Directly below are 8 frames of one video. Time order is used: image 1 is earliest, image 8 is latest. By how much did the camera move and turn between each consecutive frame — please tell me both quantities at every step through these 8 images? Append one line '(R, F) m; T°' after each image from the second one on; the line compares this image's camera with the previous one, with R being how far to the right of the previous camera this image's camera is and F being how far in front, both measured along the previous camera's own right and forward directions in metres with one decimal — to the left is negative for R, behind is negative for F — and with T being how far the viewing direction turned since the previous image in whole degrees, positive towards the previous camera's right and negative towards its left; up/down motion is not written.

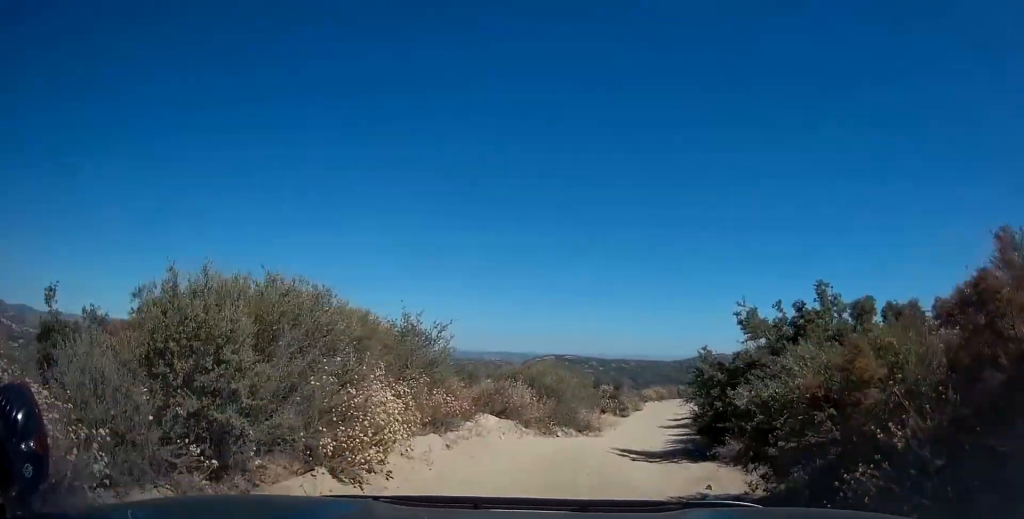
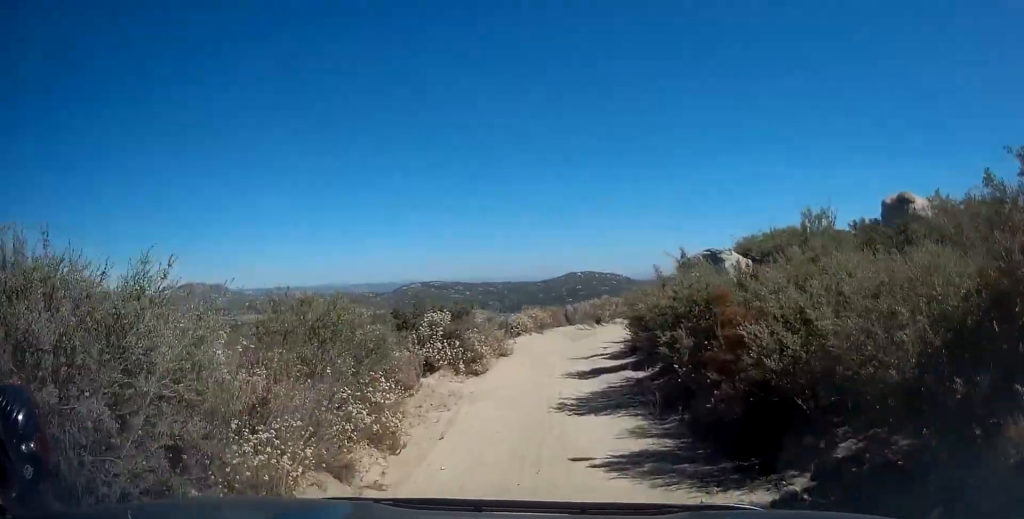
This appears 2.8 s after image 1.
(+1.5, +16.6) m; +10°
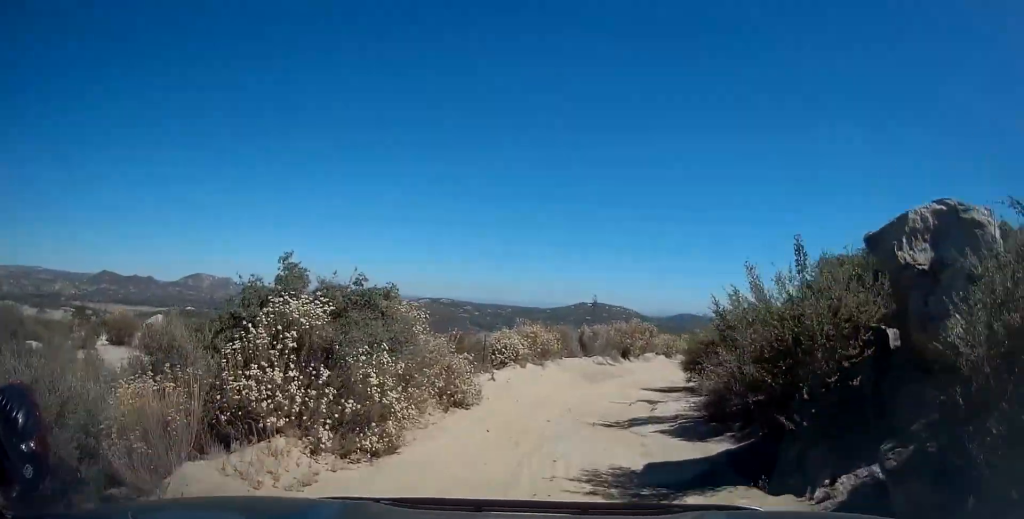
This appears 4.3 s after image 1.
(0.0, +9.3) m; +1°
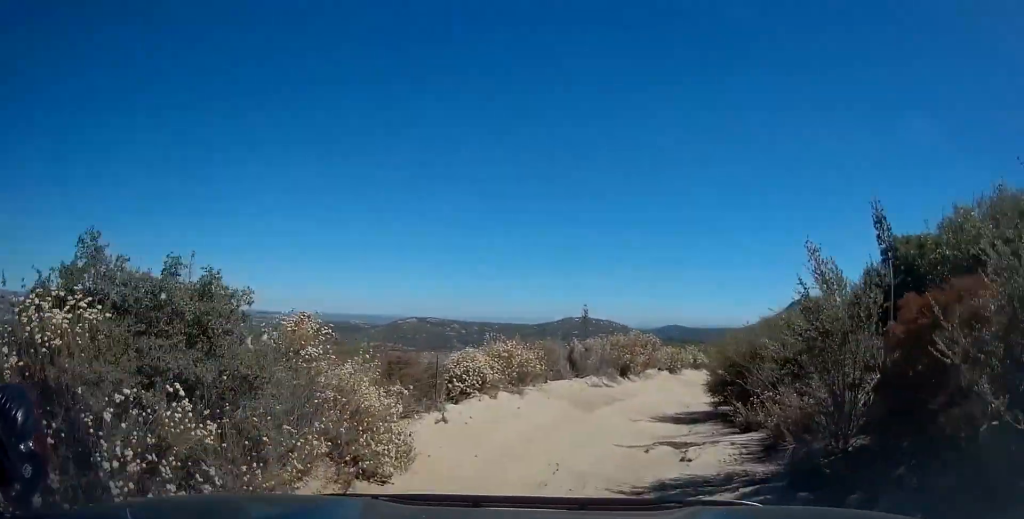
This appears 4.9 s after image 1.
(0.0, +3.8) m; +4°
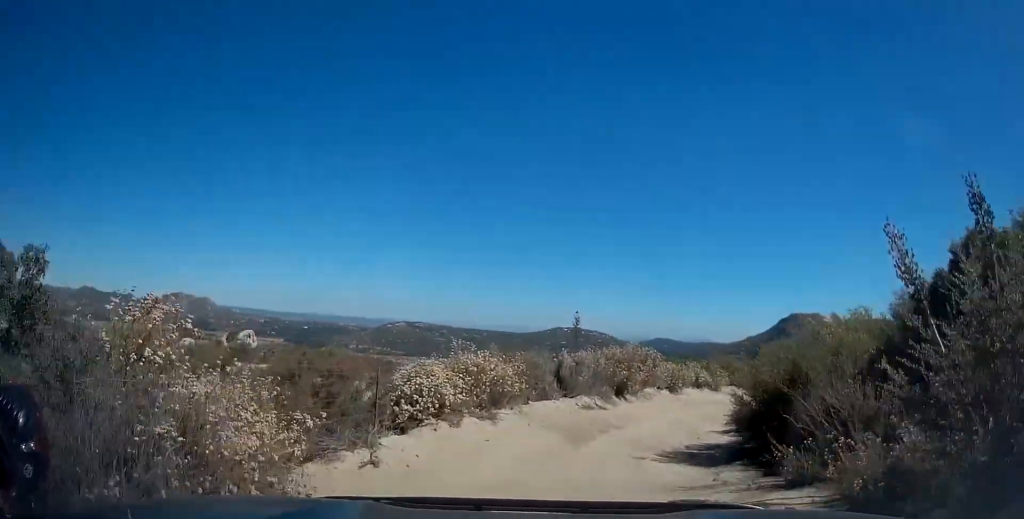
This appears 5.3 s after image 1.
(0.0, +2.7) m; +2°
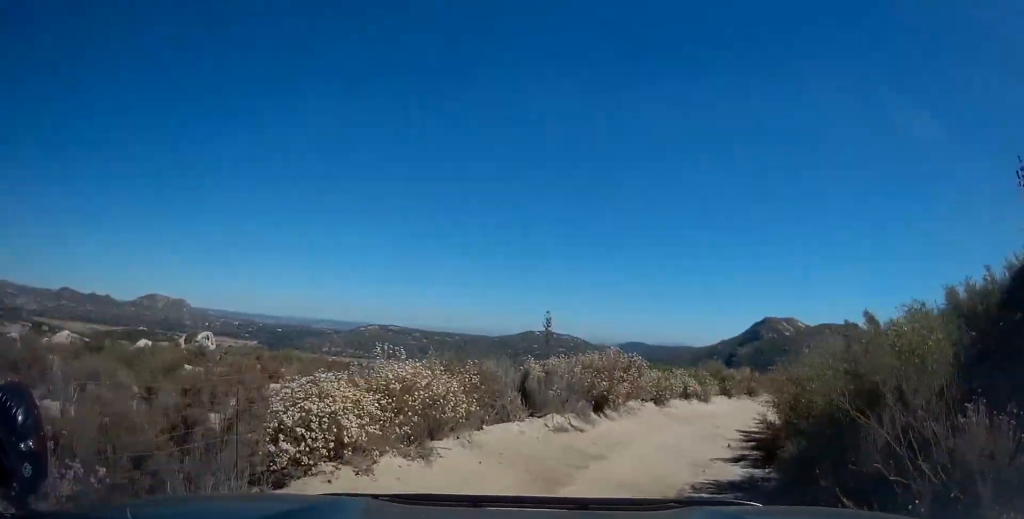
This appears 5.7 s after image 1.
(+0.2, +2.9) m; +2°
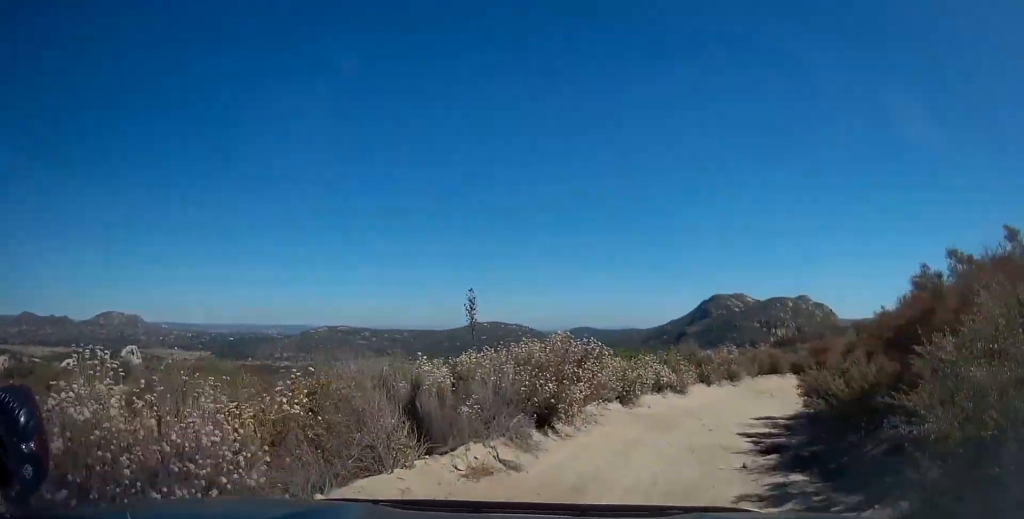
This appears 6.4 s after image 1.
(+0.2, +4.6) m; +5°
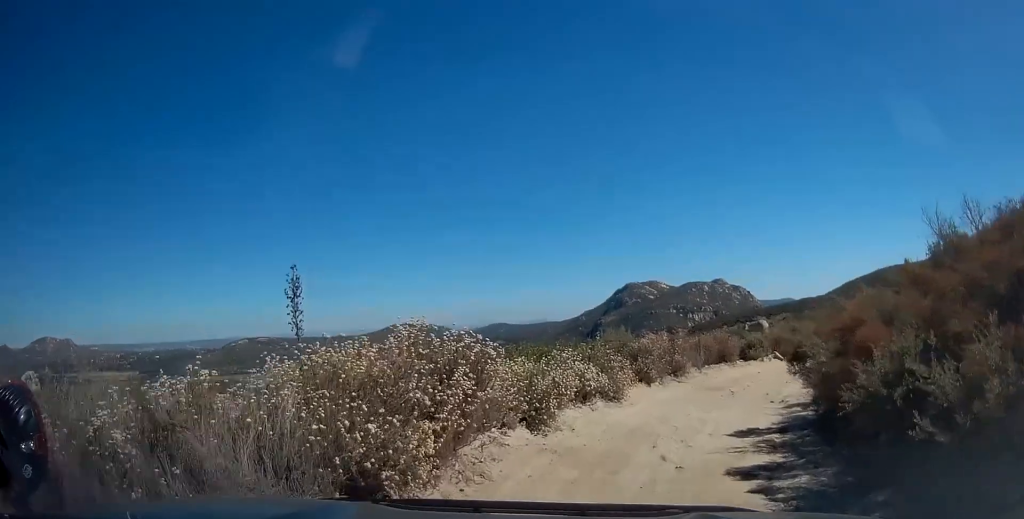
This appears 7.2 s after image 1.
(-0.1, +4.9) m; +6°
